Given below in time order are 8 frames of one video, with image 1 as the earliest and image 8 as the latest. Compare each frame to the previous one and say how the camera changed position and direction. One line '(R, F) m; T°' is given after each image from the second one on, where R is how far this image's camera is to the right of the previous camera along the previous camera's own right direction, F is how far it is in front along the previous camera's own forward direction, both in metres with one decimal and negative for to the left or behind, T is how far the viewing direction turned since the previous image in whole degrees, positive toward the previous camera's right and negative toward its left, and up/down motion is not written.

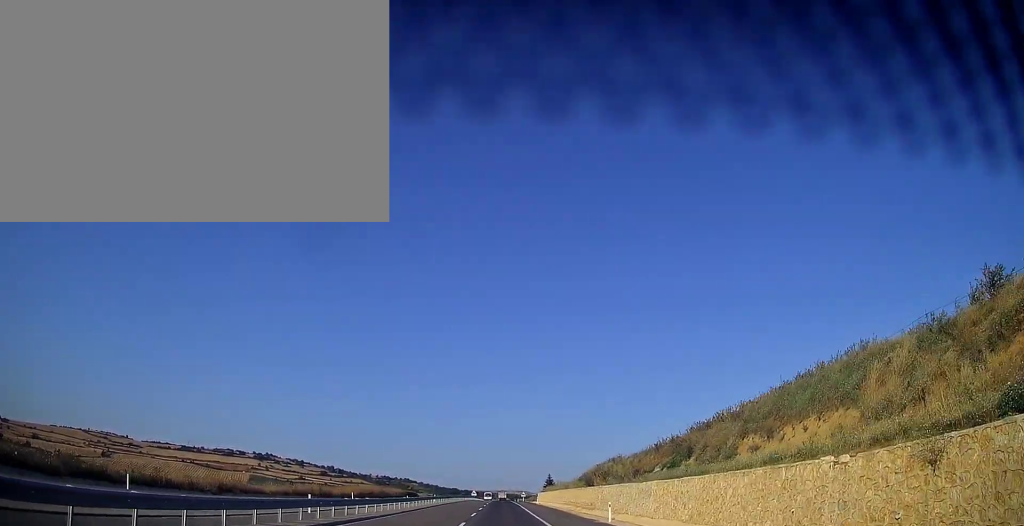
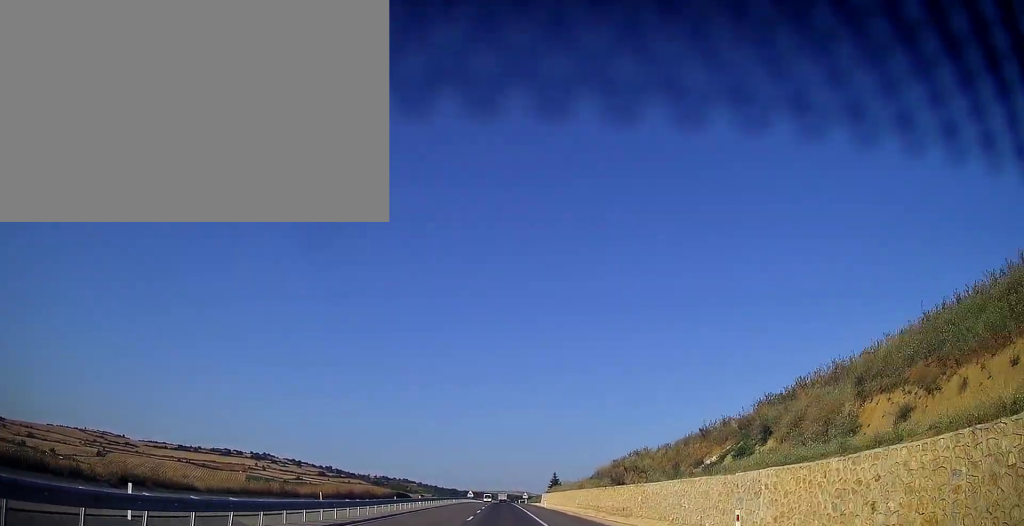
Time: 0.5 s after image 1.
(+0.1, +15.7) m; 0°
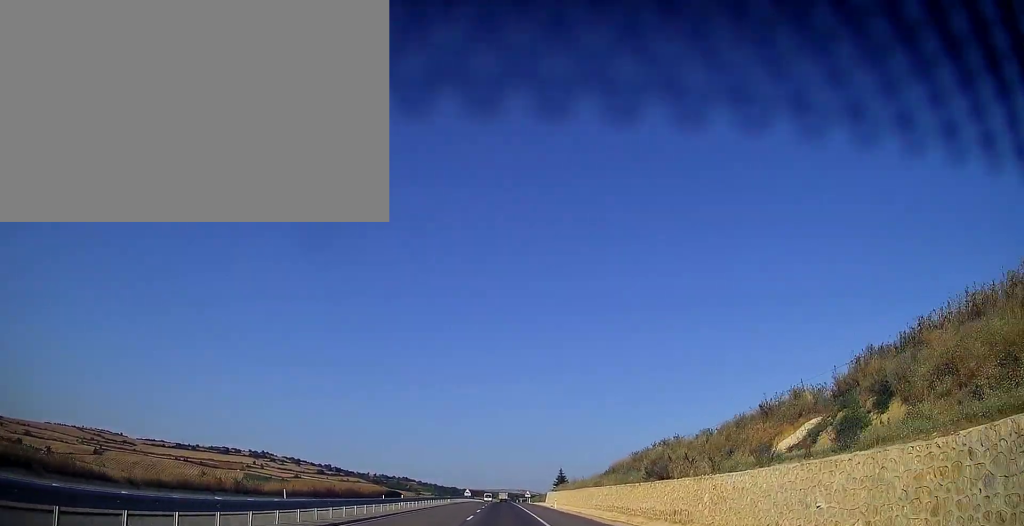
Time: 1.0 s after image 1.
(0.0, +12.7) m; 0°
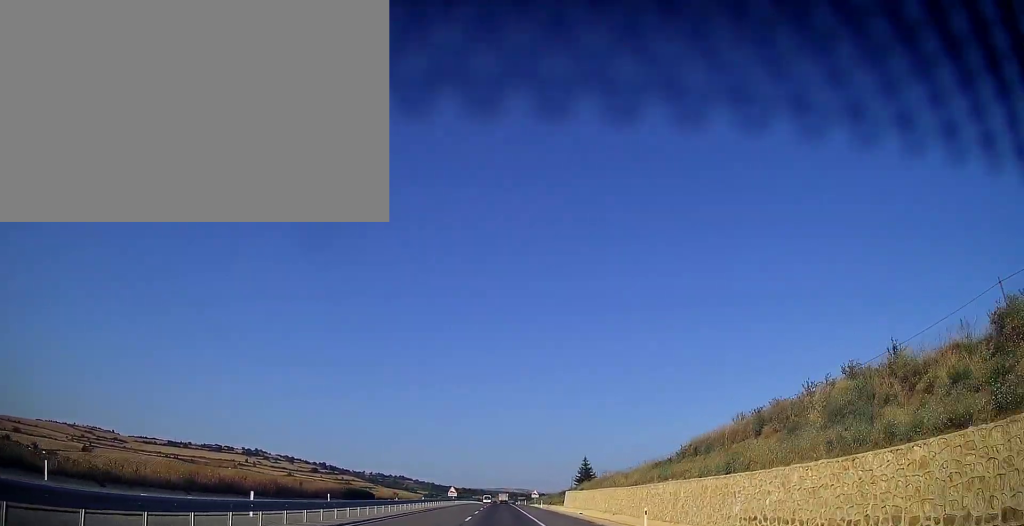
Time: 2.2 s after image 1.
(-0.1, +35.3) m; 0°
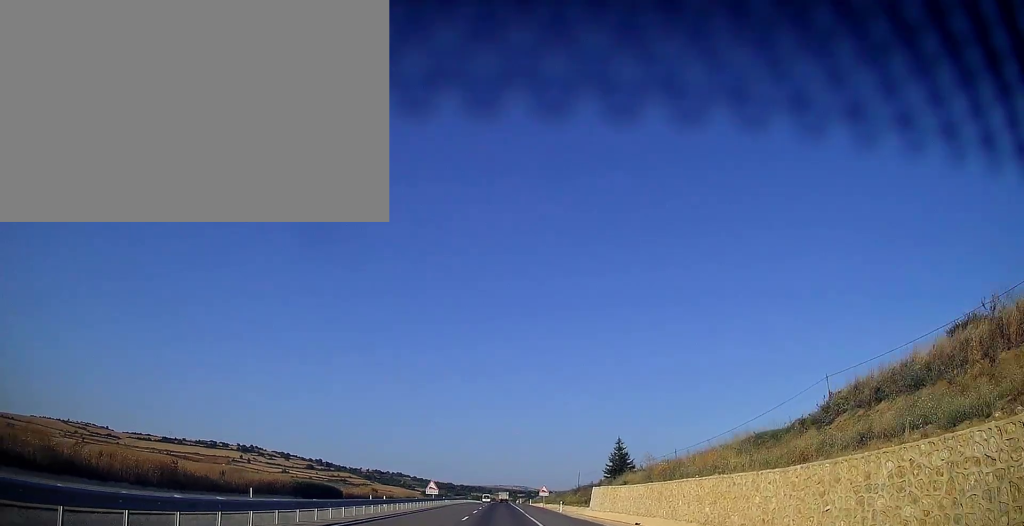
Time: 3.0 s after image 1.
(-0.1, +24.6) m; 0°
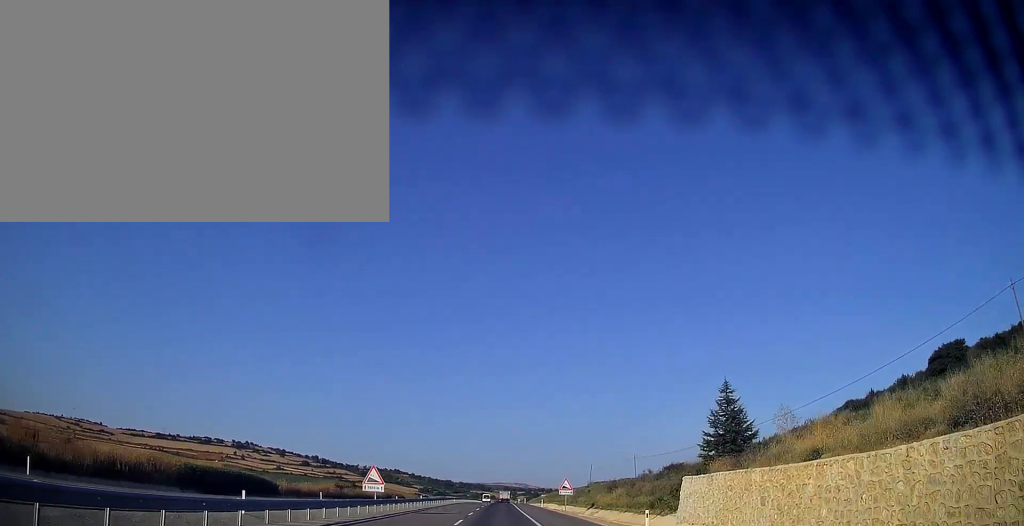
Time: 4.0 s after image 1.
(+0.2, +28.6) m; +1°
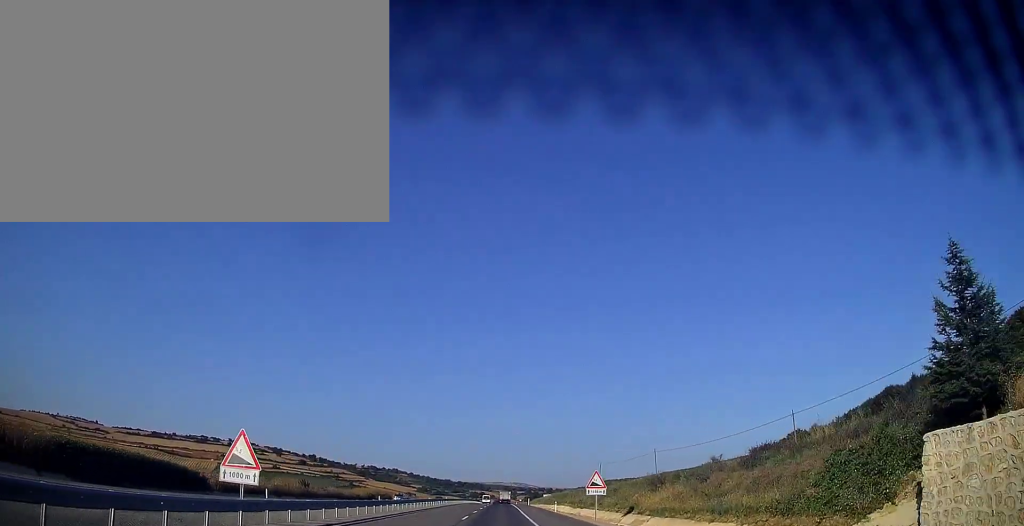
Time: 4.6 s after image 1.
(+0.1, +17.7) m; 0°
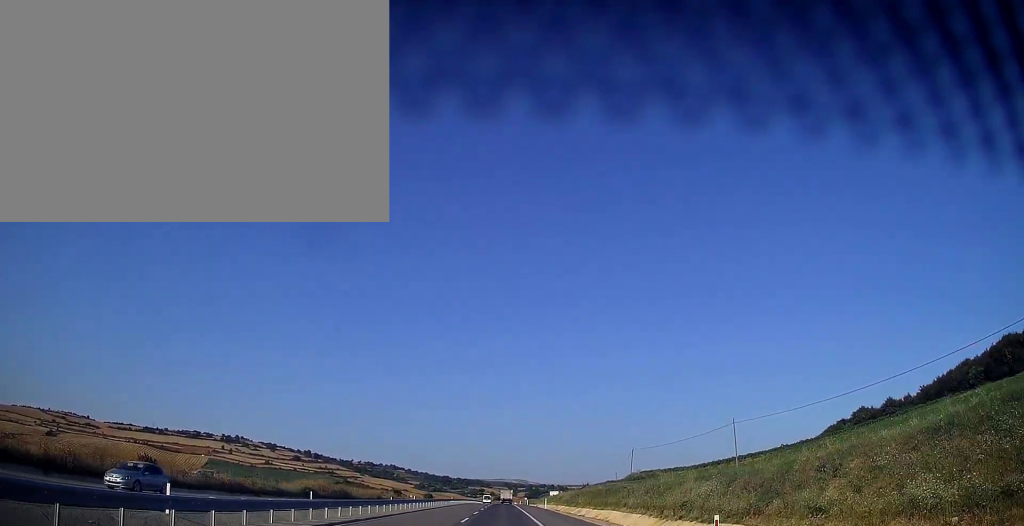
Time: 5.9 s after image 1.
(-0.1, +39.5) m; -1°
